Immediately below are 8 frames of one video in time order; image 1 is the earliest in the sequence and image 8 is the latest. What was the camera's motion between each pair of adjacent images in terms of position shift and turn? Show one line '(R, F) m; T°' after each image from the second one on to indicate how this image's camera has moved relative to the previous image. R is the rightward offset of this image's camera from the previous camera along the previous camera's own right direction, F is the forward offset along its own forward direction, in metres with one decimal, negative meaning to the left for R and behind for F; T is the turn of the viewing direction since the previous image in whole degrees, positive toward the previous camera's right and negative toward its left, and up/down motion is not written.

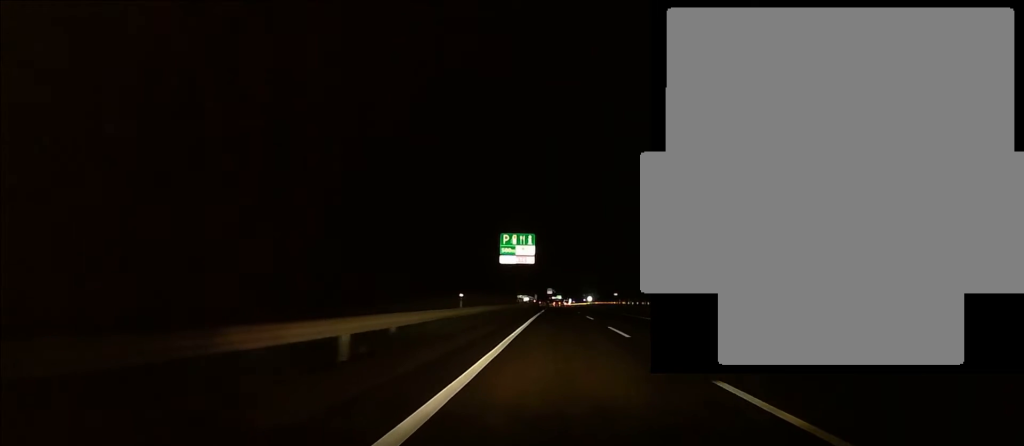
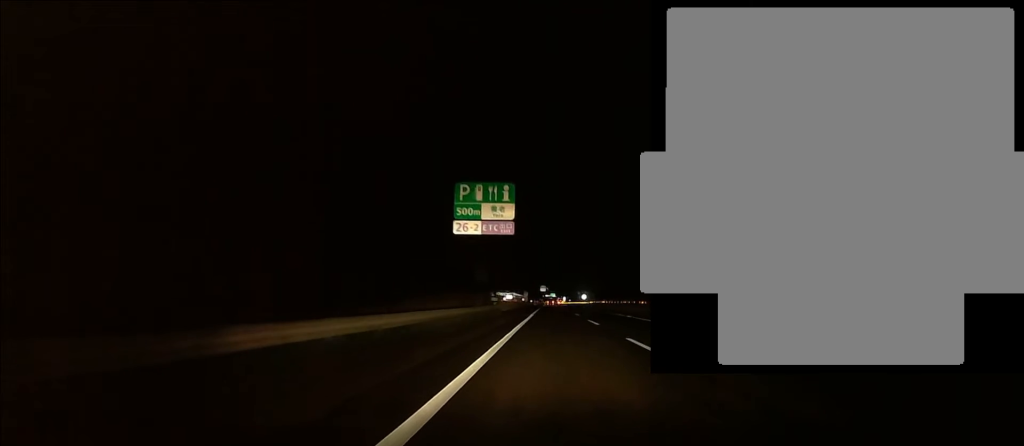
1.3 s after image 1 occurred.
(-1.6, +29.5) m; -2°
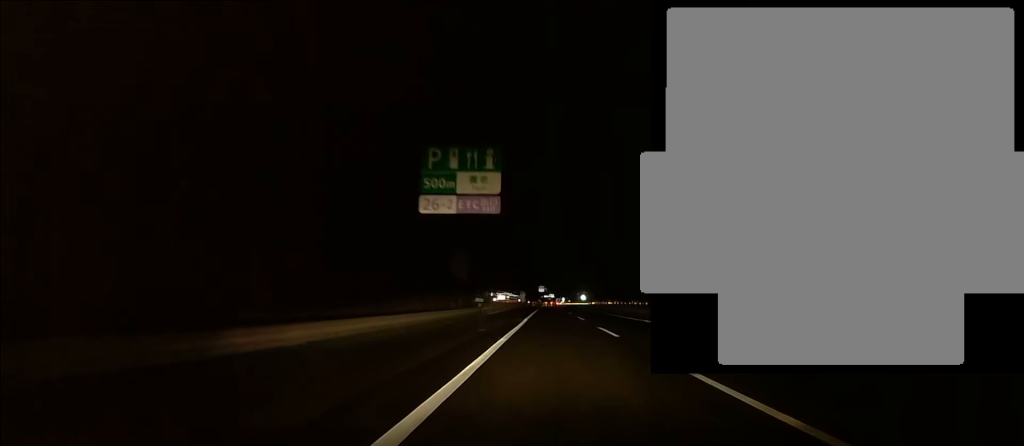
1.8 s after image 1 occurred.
(+0.4, +9.7) m; +1°
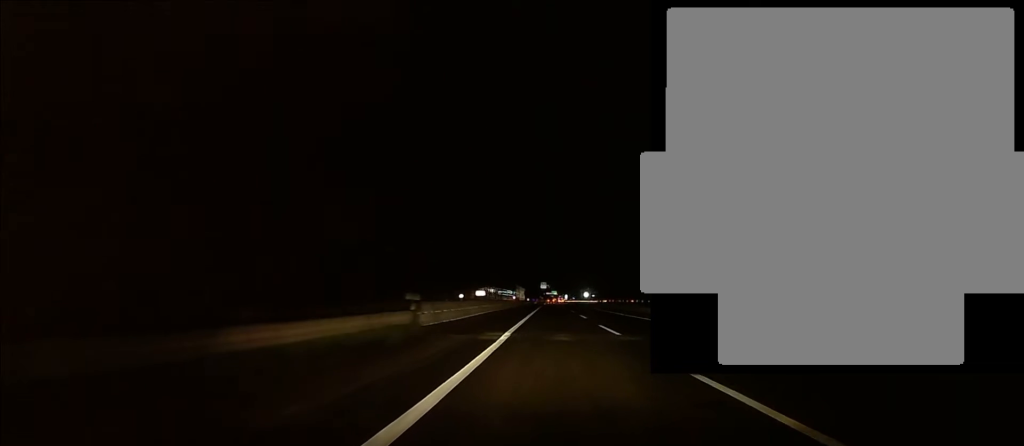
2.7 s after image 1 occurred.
(+0.9, +20.1) m; +2°
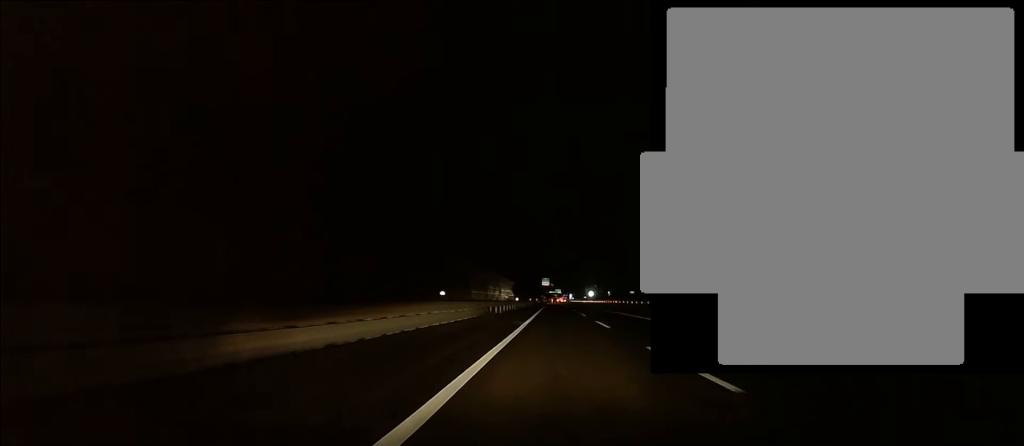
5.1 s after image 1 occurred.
(-1.9, +52.9) m; -1°
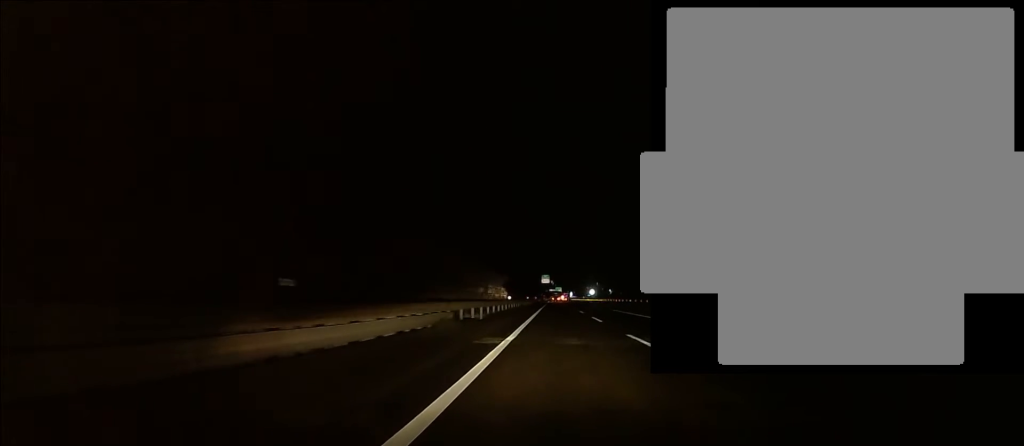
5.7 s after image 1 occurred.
(+0.3, +14.9) m; +1°
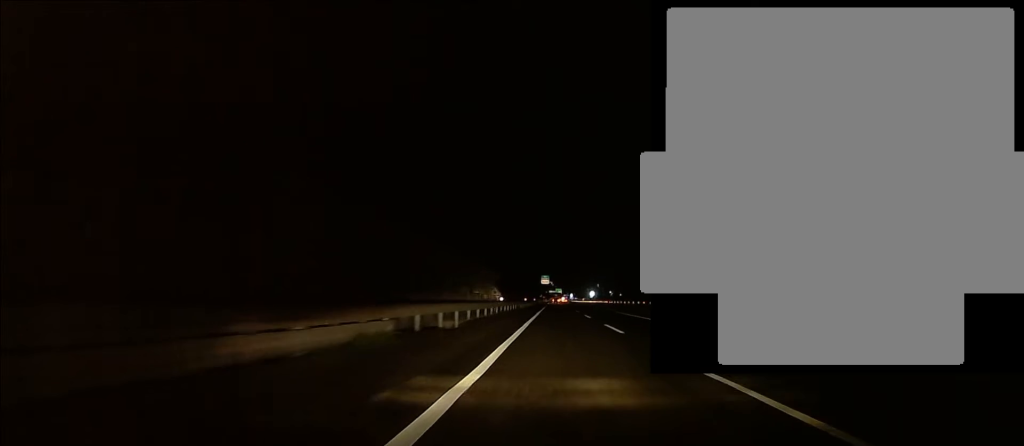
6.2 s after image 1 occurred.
(-0.1, +9.8) m; 0°
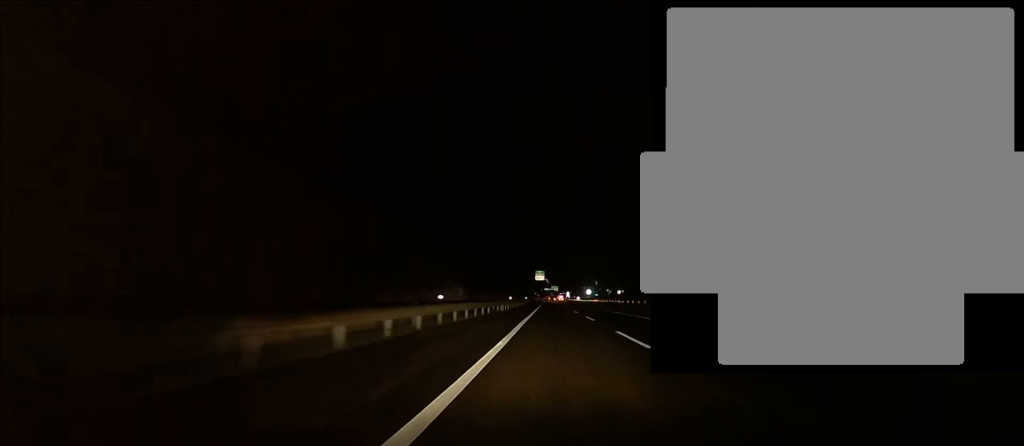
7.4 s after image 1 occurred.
(-0.1, +27.2) m; 0°
